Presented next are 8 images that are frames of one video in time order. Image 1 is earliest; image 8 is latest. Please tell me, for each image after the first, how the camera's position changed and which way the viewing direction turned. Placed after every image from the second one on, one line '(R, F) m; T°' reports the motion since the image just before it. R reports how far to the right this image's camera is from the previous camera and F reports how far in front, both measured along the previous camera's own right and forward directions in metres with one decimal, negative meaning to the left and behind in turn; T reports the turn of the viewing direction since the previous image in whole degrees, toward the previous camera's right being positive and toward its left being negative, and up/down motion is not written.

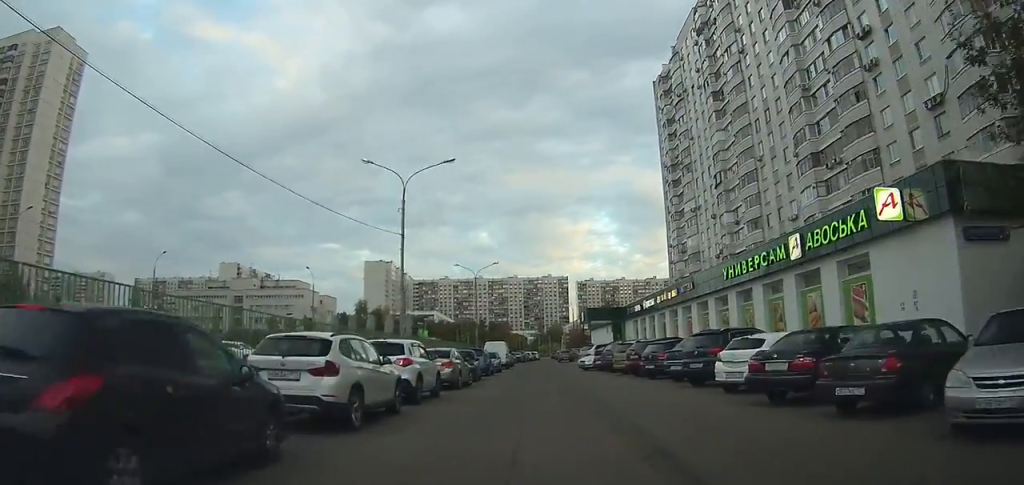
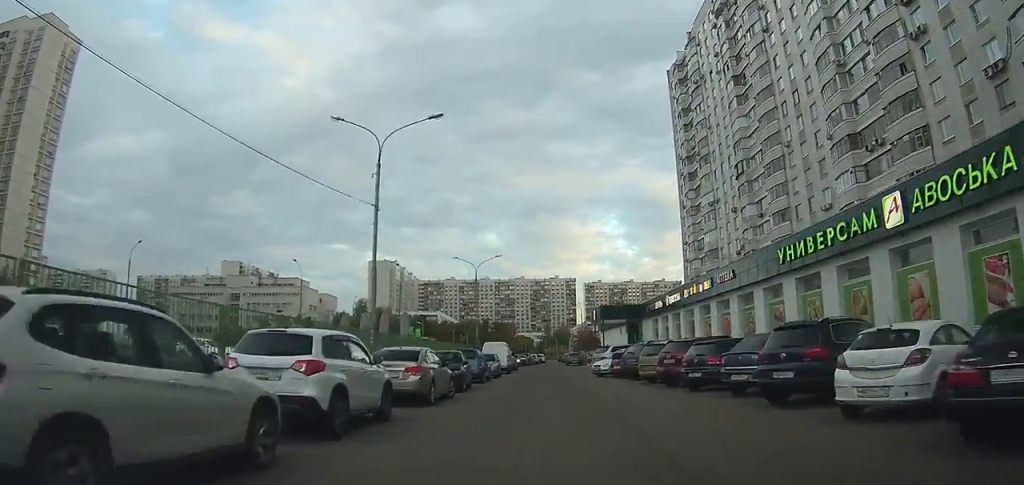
(0.0, +5.9) m; 0°
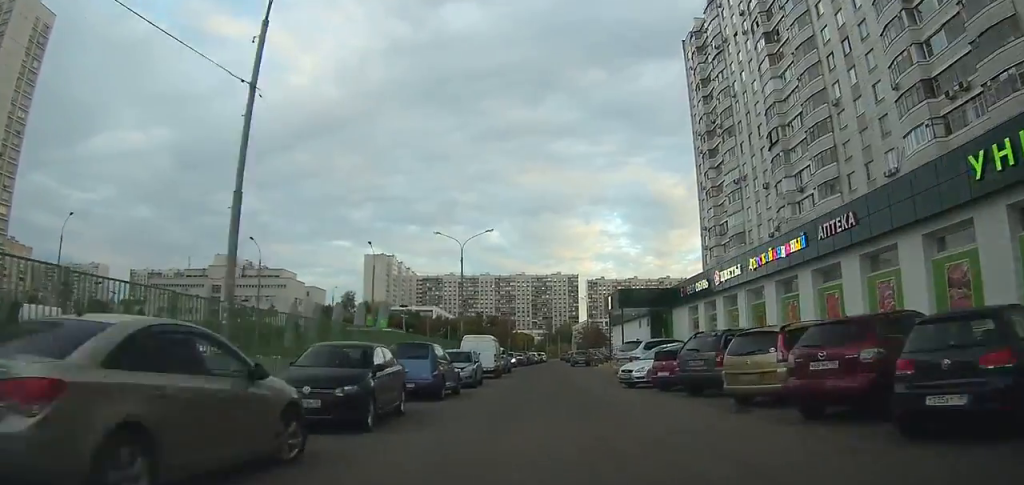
(-0.1, +10.5) m; +1°
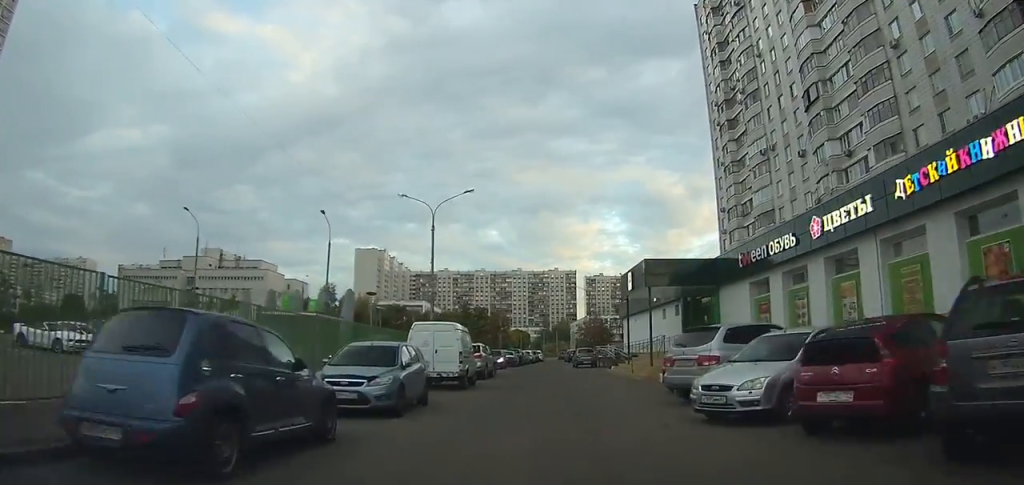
(+0.1, +10.6) m; +3°
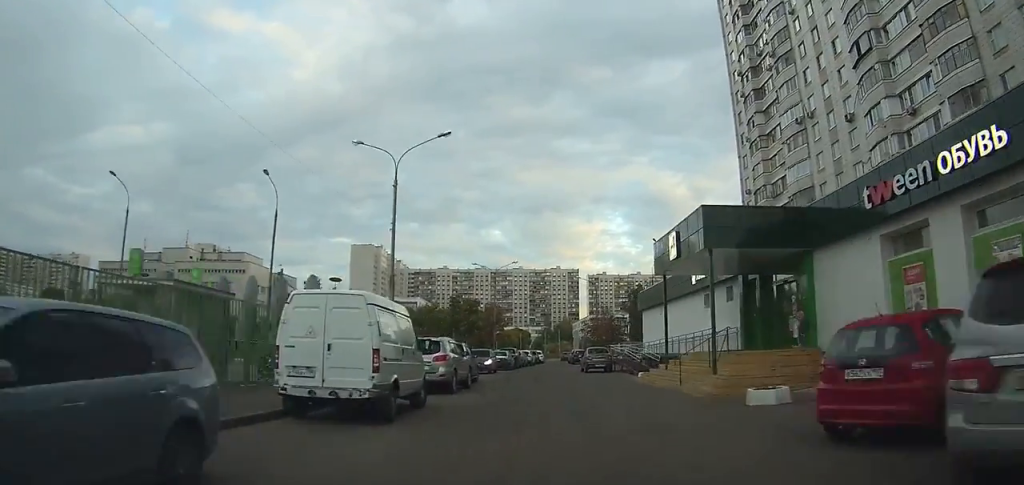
(+0.6, +9.8) m; +2°
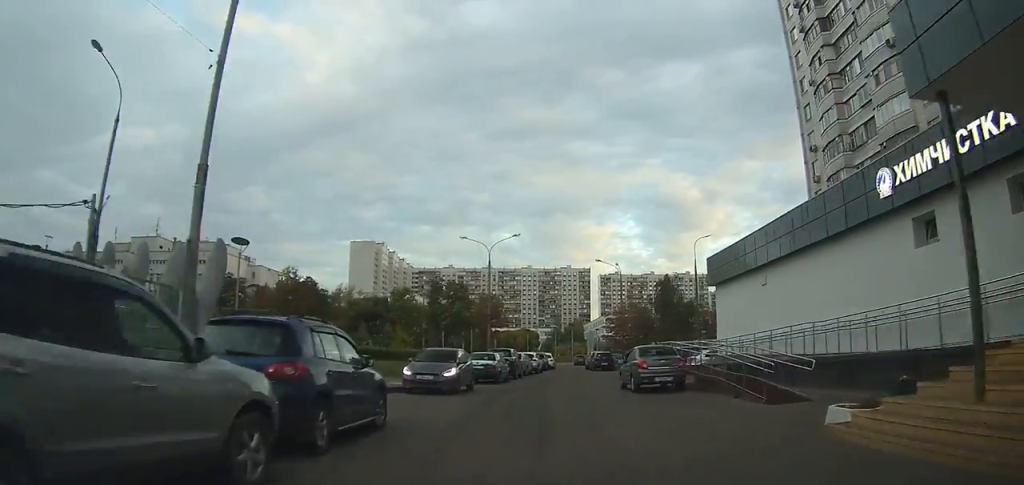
(-0.4, +16.2) m; +1°
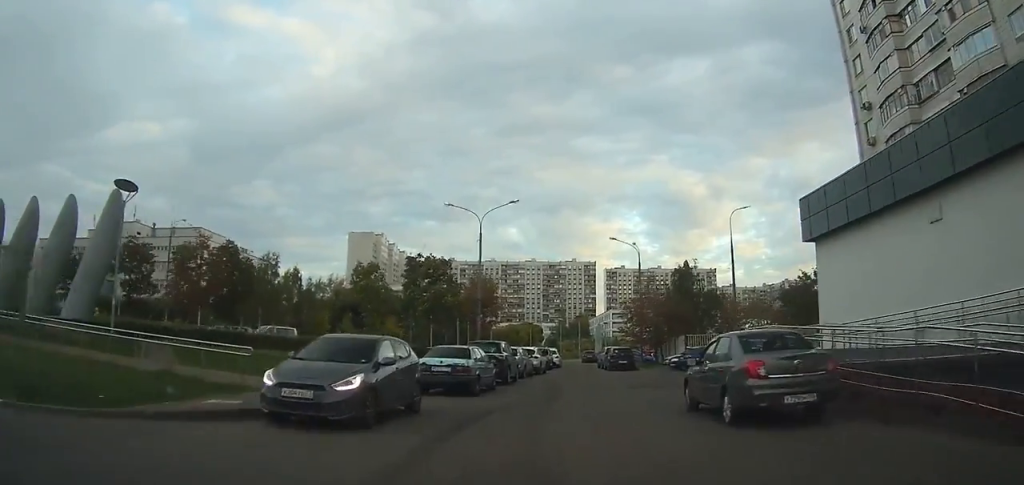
(+0.2, +8.7) m; +3°
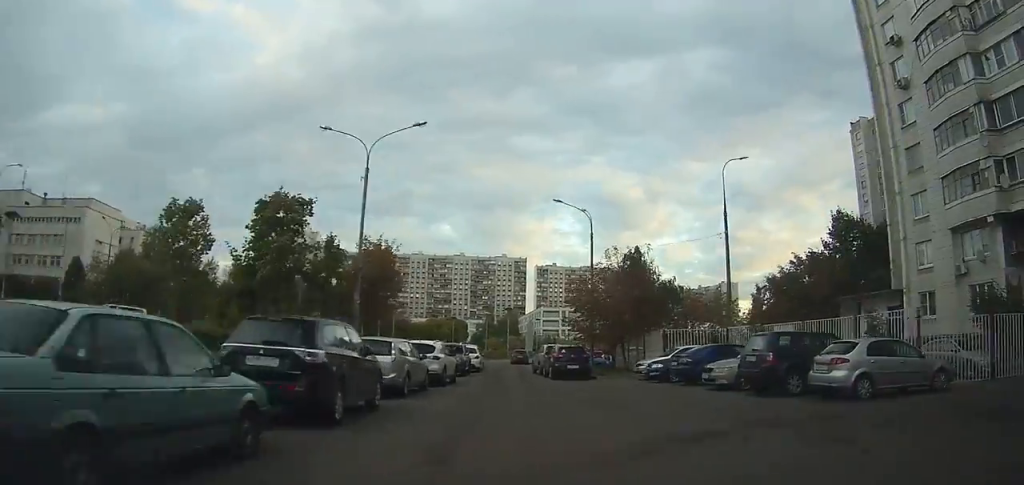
(+0.5, +12.4) m; +2°
